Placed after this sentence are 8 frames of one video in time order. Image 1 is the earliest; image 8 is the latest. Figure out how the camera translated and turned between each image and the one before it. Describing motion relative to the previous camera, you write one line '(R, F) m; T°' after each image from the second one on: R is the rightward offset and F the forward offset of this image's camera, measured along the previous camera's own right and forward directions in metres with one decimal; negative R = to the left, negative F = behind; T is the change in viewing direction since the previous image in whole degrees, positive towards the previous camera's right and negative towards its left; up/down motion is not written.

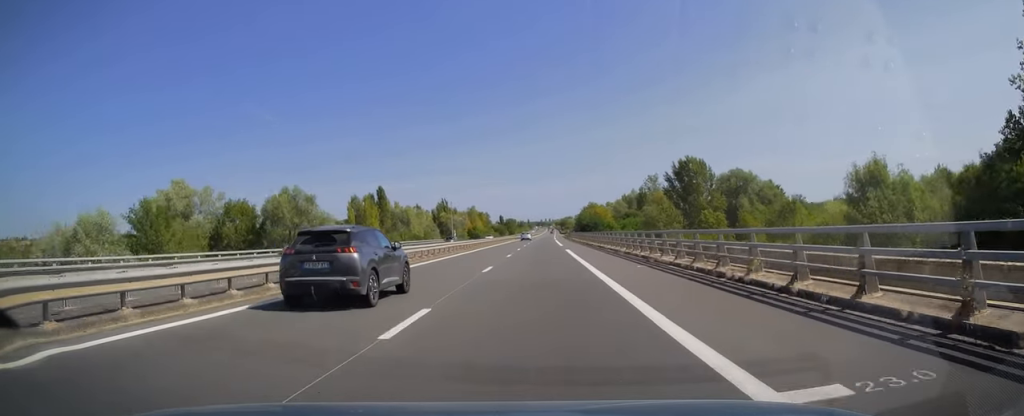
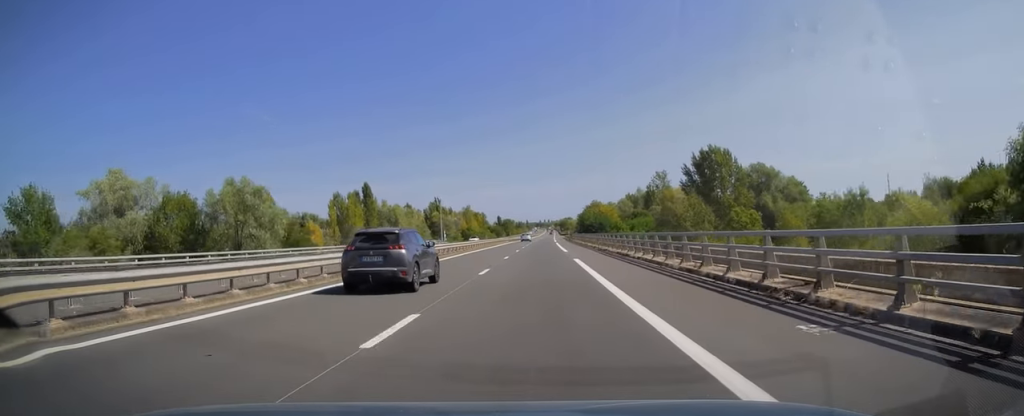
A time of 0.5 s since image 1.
(+0.1, +13.8) m; 0°
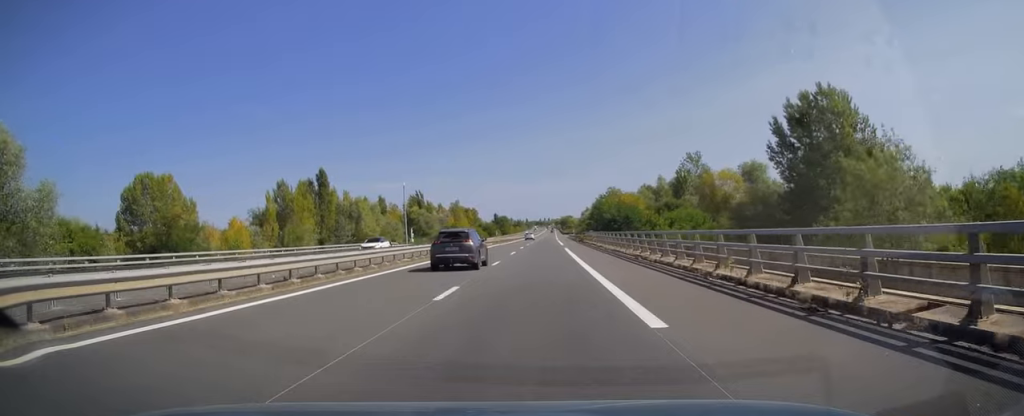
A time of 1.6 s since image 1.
(0.0, +34.5) m; 0°
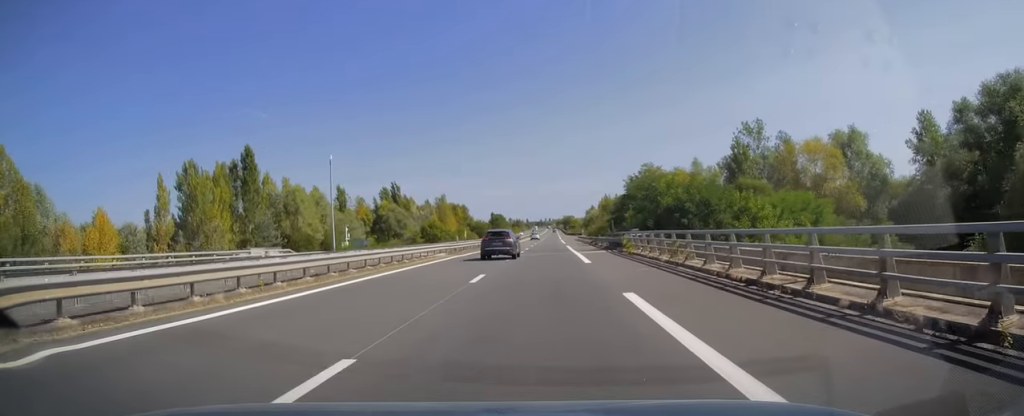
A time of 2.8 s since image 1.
(0.0, +35.5) m; 0°
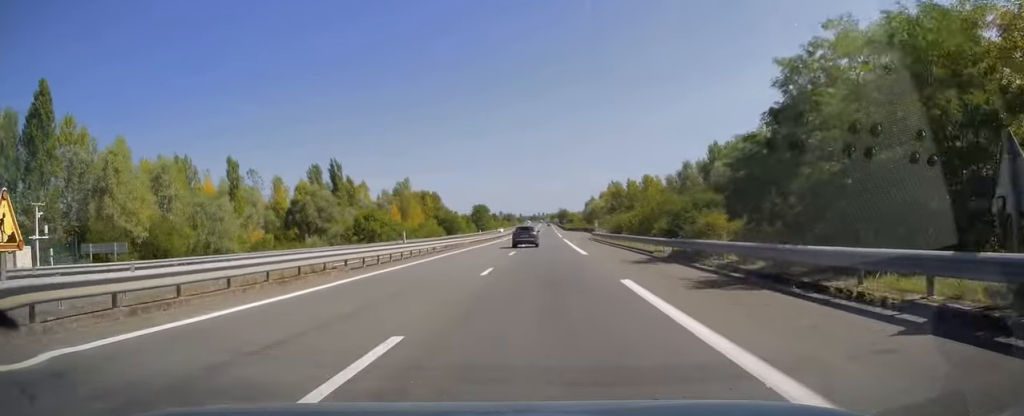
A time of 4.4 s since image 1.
(+0.1, +46.7) m; 0°
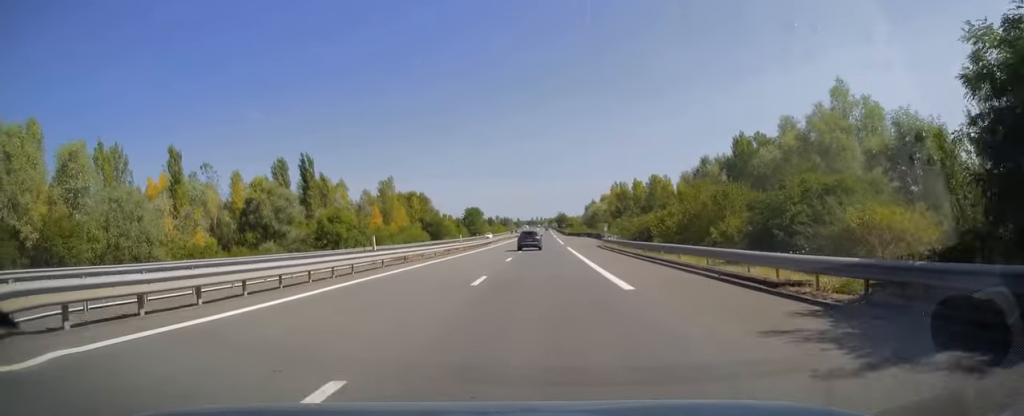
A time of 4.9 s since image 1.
(0.0, +15.3) m; 0°
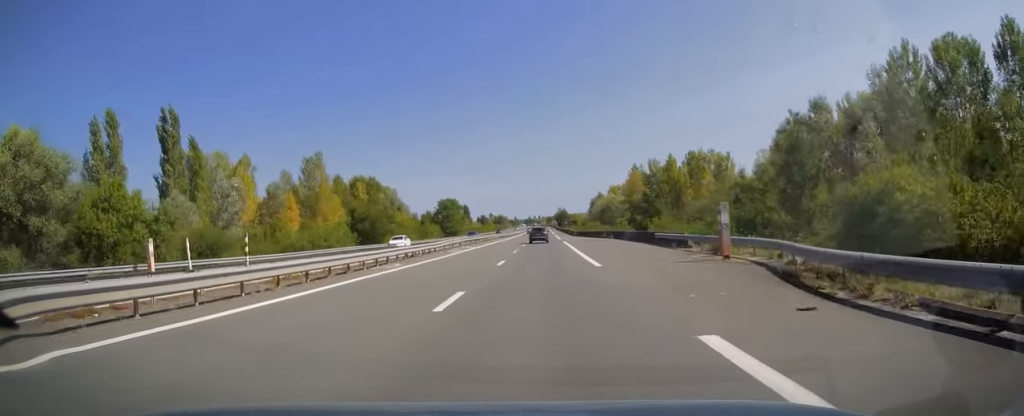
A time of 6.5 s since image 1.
(+0.2, +45.2) m; 0°
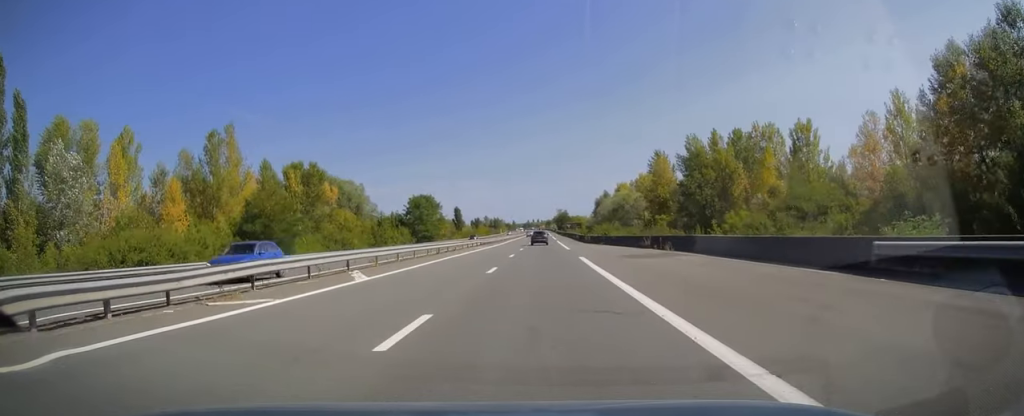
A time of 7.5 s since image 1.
(+0.1, +30.0) m; 0°
